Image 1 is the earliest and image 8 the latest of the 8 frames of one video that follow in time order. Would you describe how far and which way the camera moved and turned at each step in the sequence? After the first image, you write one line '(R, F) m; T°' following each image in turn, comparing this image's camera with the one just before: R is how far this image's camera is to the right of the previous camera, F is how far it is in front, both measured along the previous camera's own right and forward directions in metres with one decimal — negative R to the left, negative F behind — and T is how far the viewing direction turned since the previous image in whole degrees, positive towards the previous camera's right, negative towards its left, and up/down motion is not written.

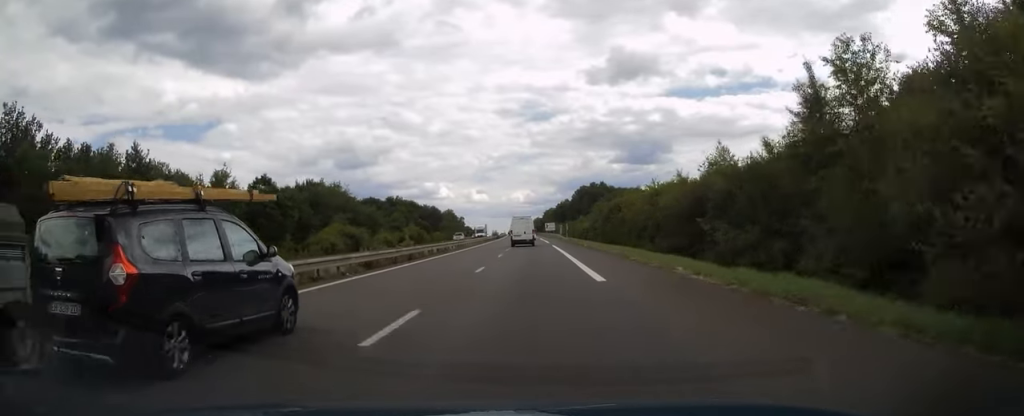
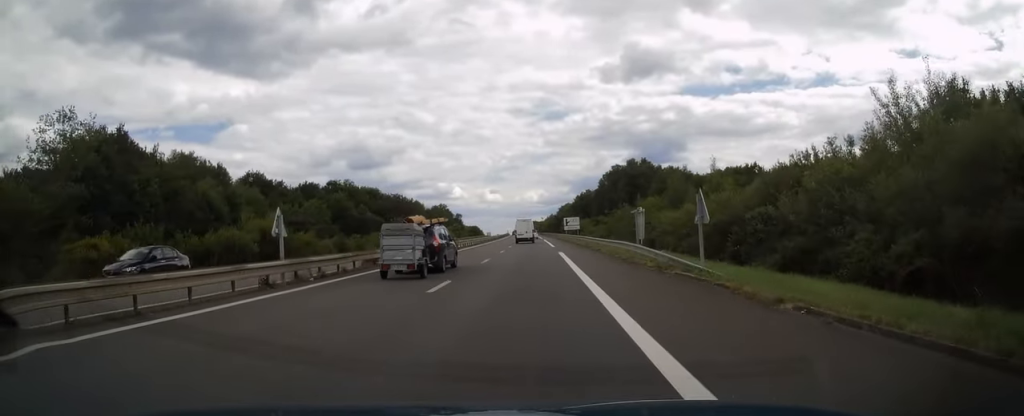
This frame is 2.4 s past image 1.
(-0.1, +71.2) m; 0°
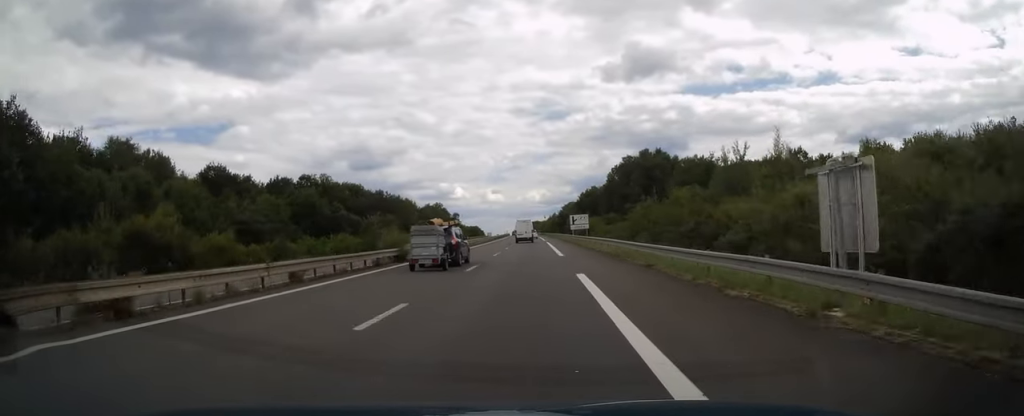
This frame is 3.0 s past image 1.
(-0.1, +18.1) m; -1°
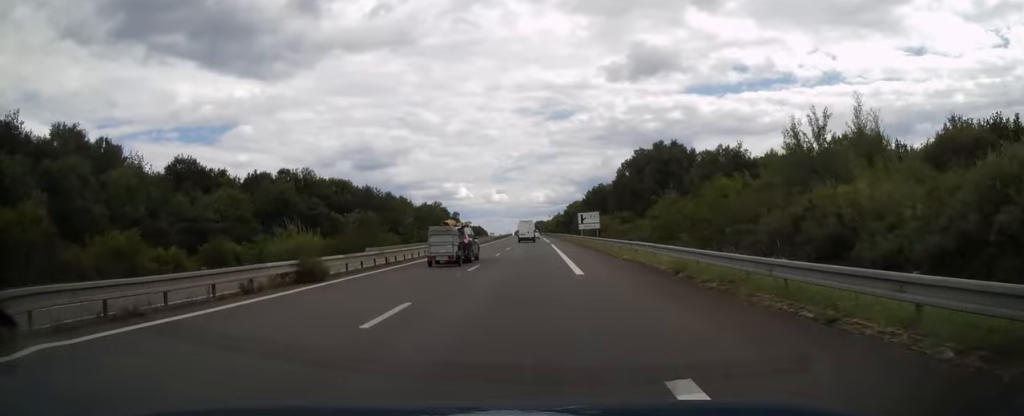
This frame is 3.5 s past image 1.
(0.0, +12.7) m; 0°
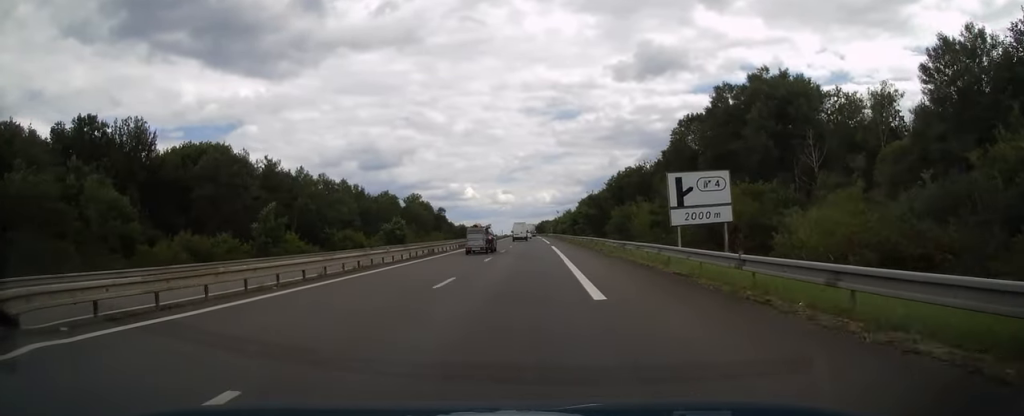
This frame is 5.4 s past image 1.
(-0.6, +58.2) m; 0°
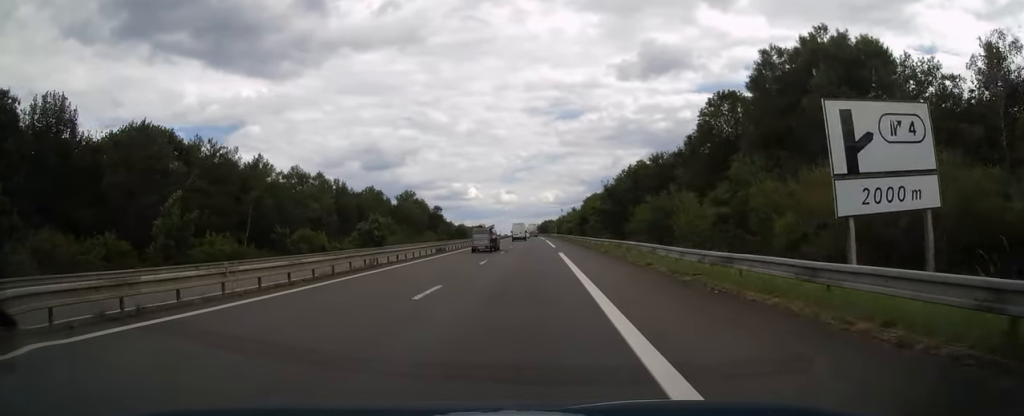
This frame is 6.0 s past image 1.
(0.0, +15.2) m; 0°
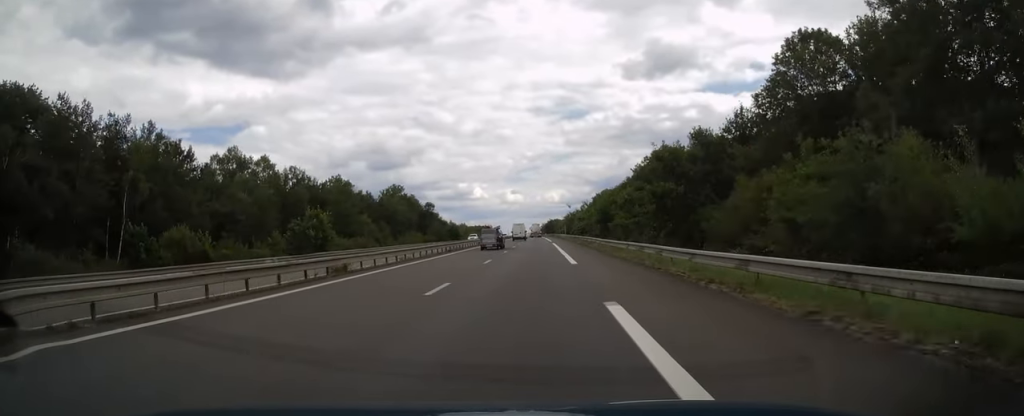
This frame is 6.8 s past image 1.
(0.0, +25.0) m; 0°
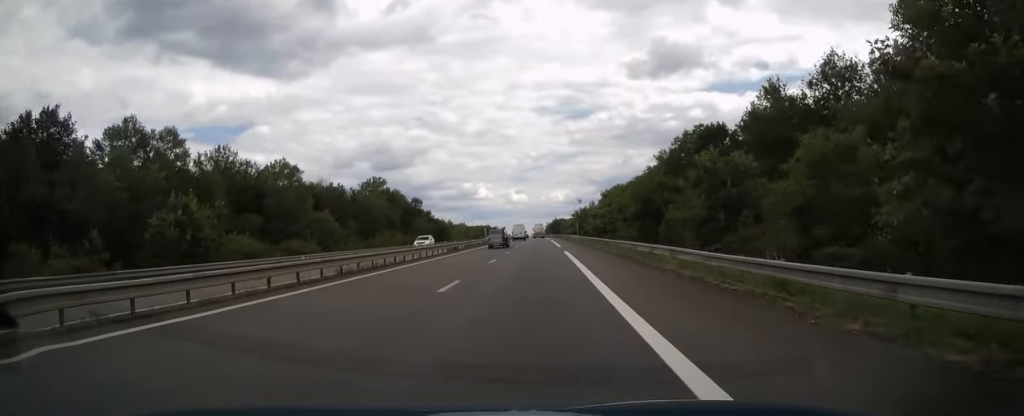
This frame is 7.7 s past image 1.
(-0.1, +25.0) m; -1°
